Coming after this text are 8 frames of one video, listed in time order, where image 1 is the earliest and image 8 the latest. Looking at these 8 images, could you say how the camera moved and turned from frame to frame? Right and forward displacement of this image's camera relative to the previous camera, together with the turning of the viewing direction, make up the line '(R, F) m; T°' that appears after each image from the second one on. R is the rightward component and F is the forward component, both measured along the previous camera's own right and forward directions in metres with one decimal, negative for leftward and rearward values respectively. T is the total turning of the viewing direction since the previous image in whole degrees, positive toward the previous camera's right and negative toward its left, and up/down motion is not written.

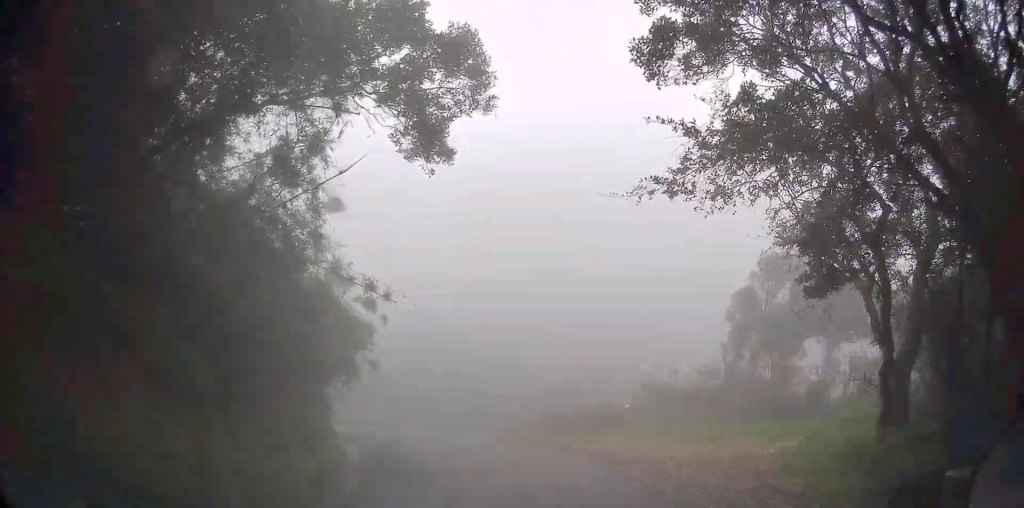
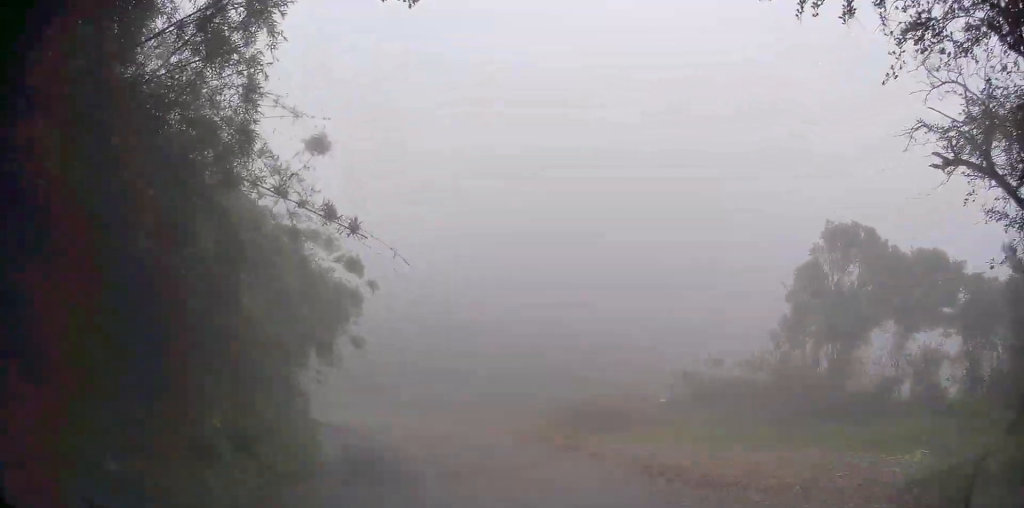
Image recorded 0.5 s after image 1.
(-0.1, +3.5) m; -2°
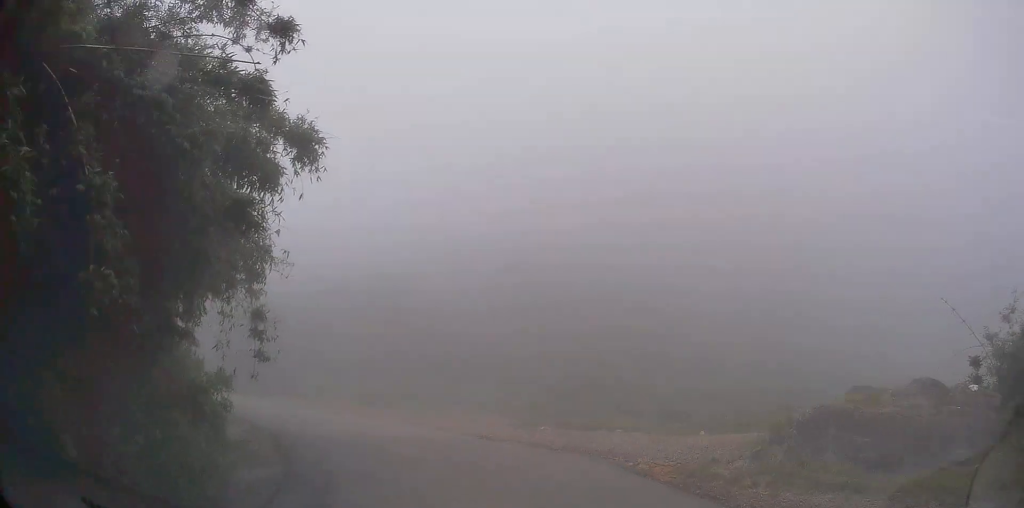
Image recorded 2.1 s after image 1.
(-0.2, +10.6) m; -4°
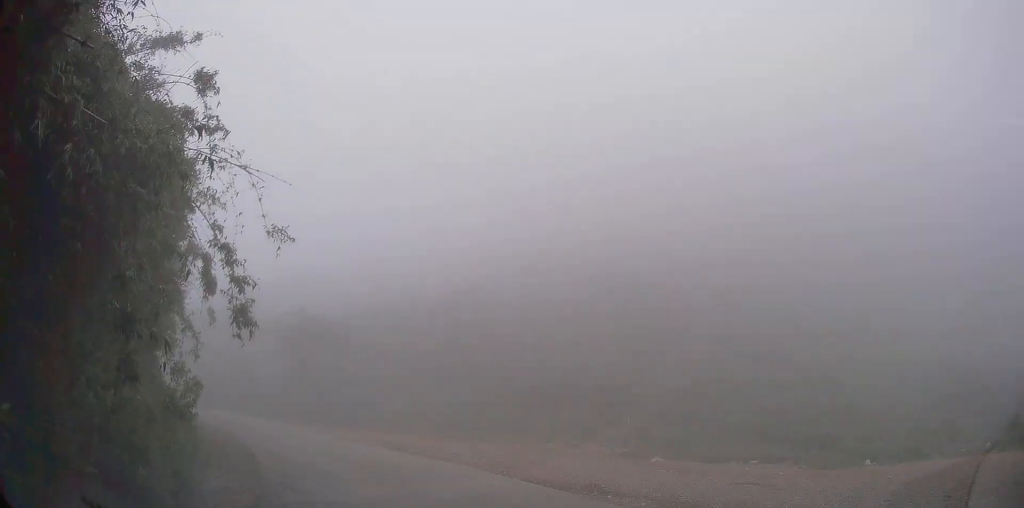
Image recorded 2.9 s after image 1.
(-0.2, +4.6) m; -7°
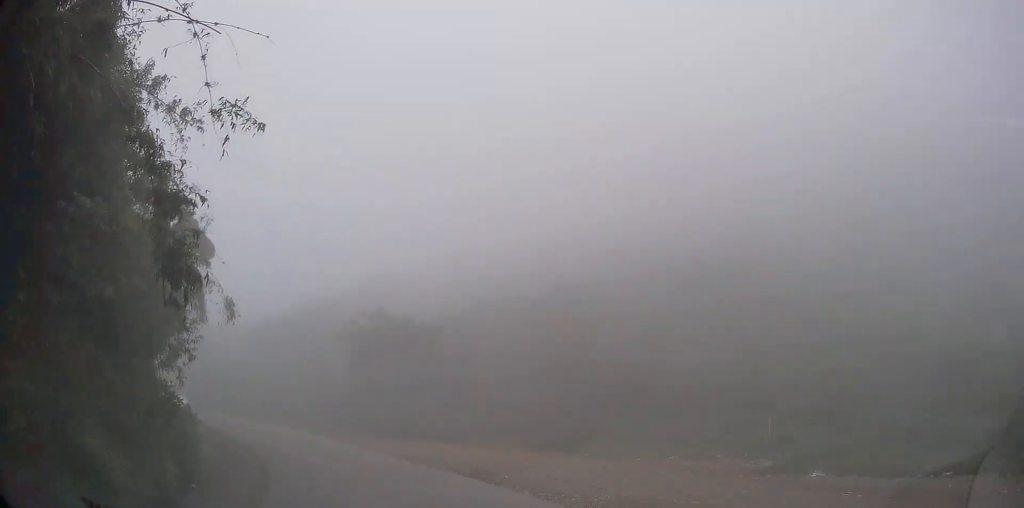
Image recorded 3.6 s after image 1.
(-0.3, +4.4) m; -9°
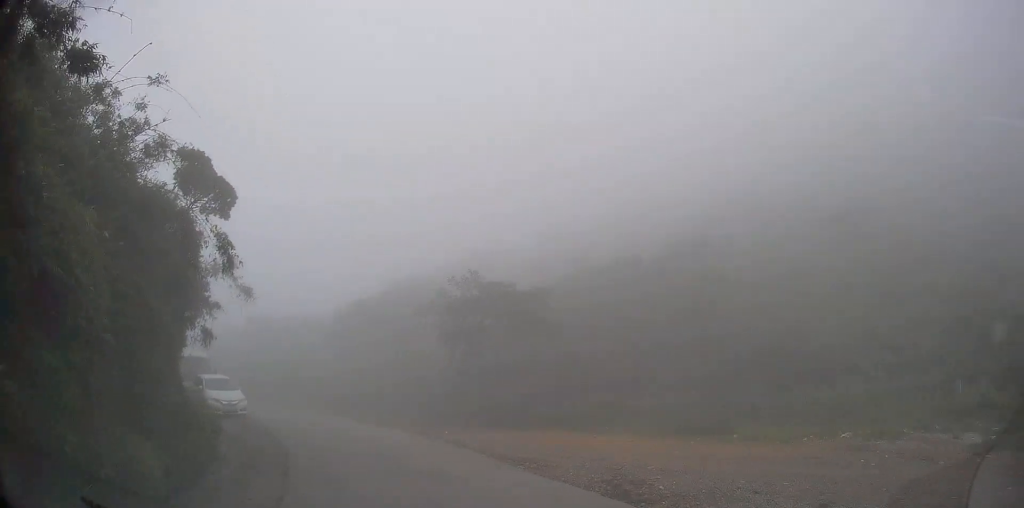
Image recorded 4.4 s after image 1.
(-0.4, +4.7) m; -10°
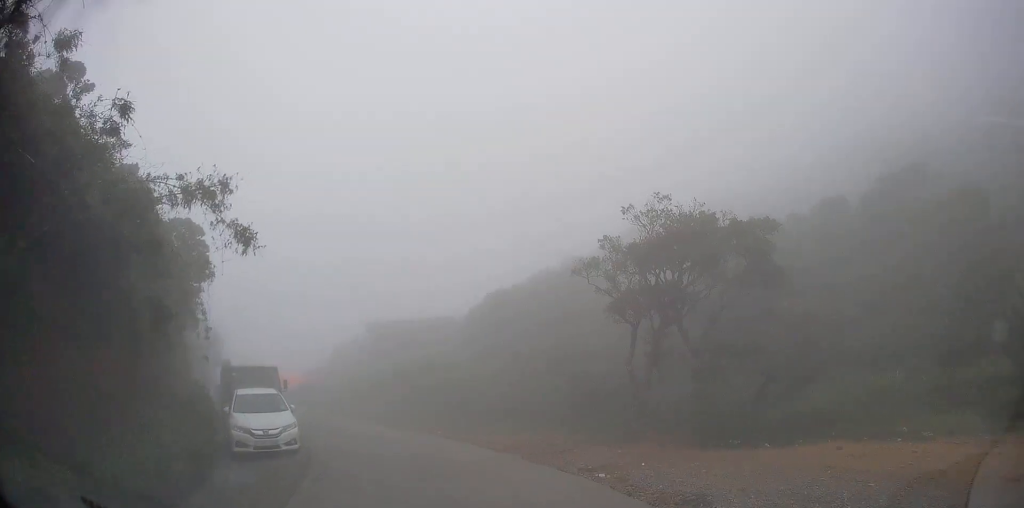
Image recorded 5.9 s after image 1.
(-1.3, +8.5) m; -15°
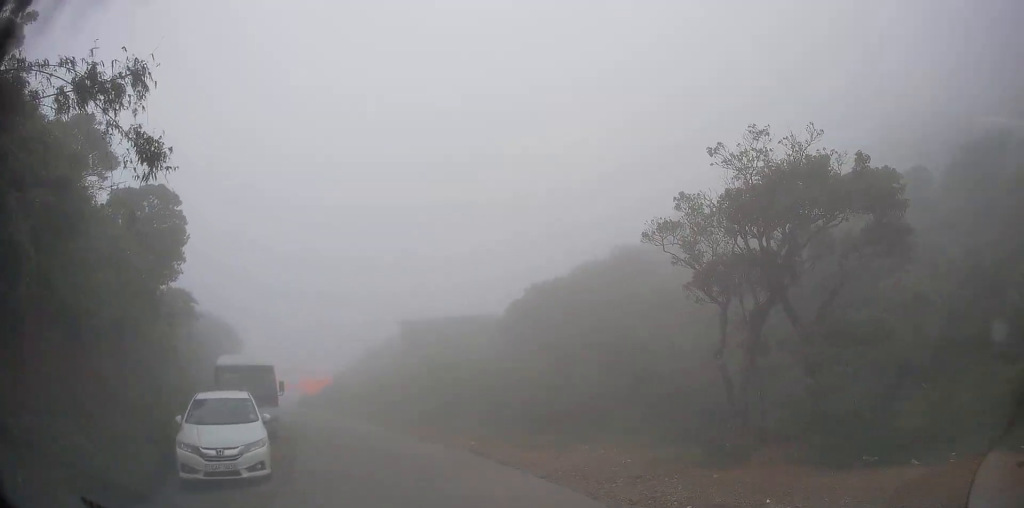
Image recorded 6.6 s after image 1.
(-0.2, +3.7) m; -4°
